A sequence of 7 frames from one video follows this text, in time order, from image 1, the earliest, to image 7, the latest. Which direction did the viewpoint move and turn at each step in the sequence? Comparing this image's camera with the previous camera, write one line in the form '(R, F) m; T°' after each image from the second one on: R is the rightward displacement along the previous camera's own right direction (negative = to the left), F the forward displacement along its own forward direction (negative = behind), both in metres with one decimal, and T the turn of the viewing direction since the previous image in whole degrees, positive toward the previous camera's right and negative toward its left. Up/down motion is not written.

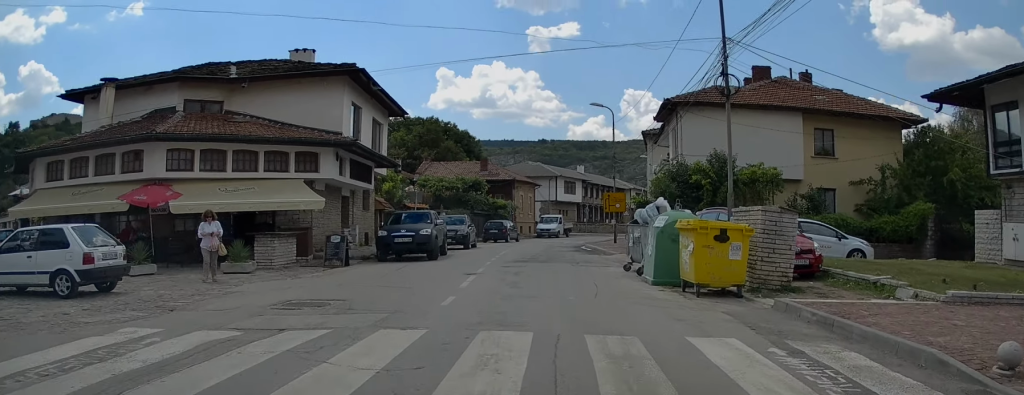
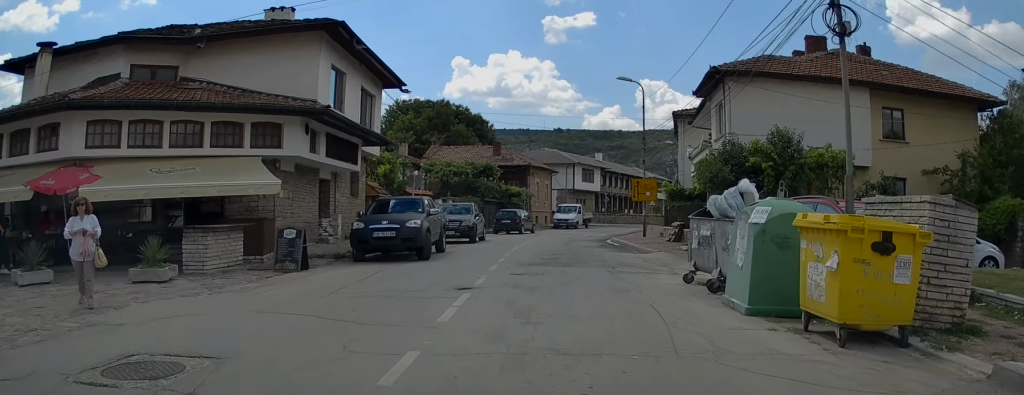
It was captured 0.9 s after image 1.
(+0.3, +4.8) m; -3°
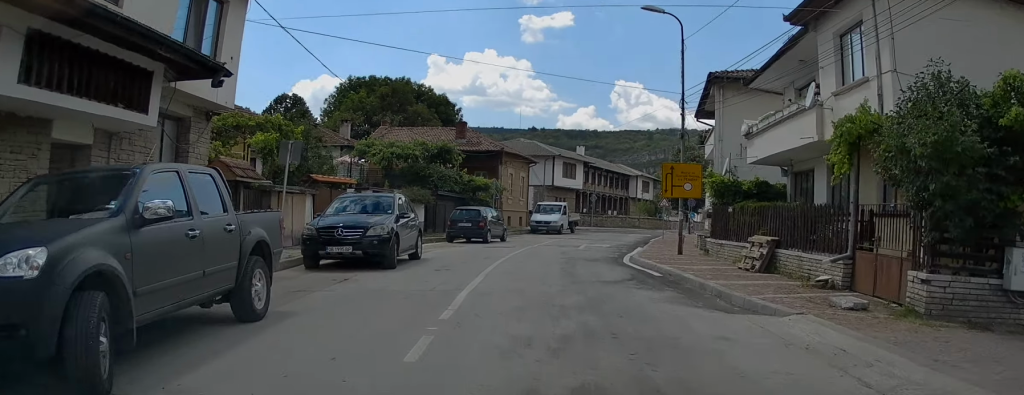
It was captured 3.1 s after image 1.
(-0.7, +12.5) m; +1°
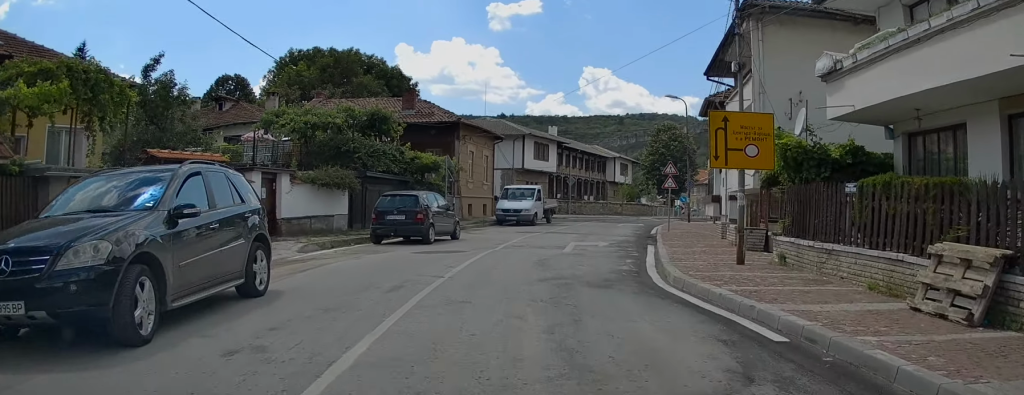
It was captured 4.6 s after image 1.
(+0.6, +8.9) m; +5°
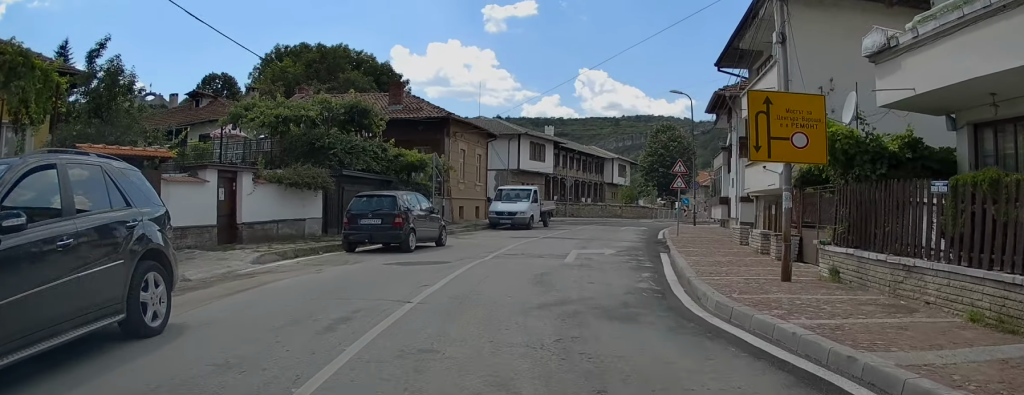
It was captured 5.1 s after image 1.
(+0.1, +2.5) m; +1°
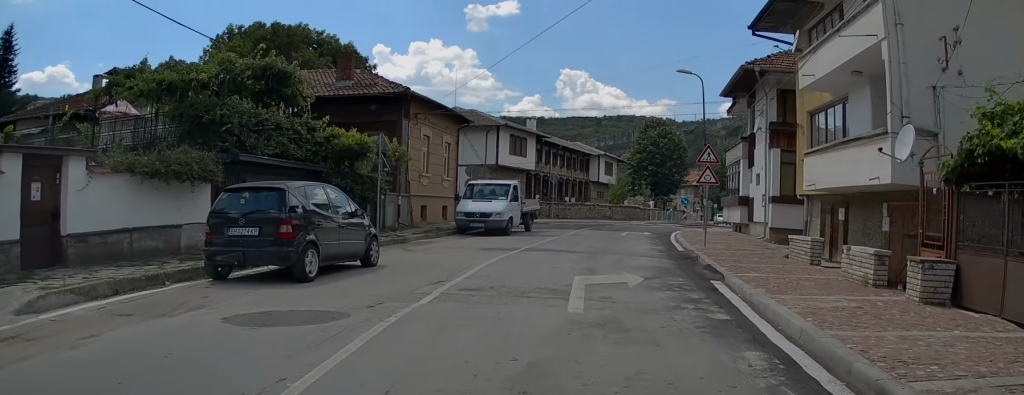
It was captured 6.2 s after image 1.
(-0.1, +6.7) m; +2°
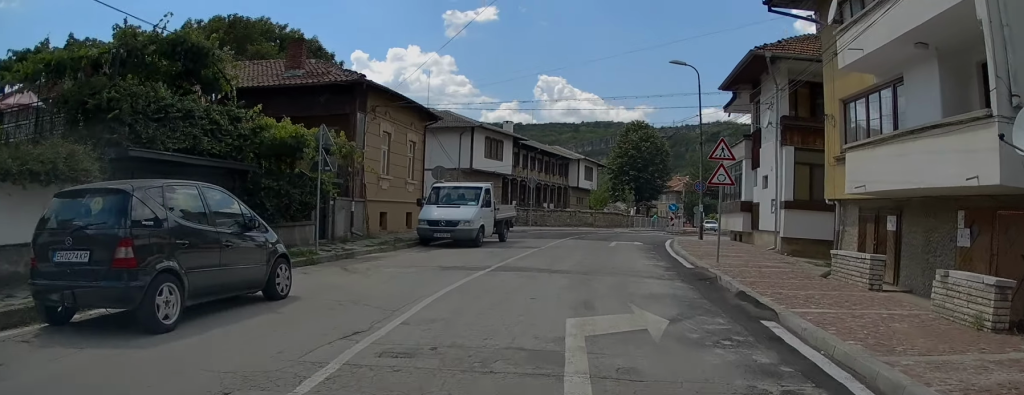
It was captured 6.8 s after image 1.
(+0.1, +3.8) m; +2°
